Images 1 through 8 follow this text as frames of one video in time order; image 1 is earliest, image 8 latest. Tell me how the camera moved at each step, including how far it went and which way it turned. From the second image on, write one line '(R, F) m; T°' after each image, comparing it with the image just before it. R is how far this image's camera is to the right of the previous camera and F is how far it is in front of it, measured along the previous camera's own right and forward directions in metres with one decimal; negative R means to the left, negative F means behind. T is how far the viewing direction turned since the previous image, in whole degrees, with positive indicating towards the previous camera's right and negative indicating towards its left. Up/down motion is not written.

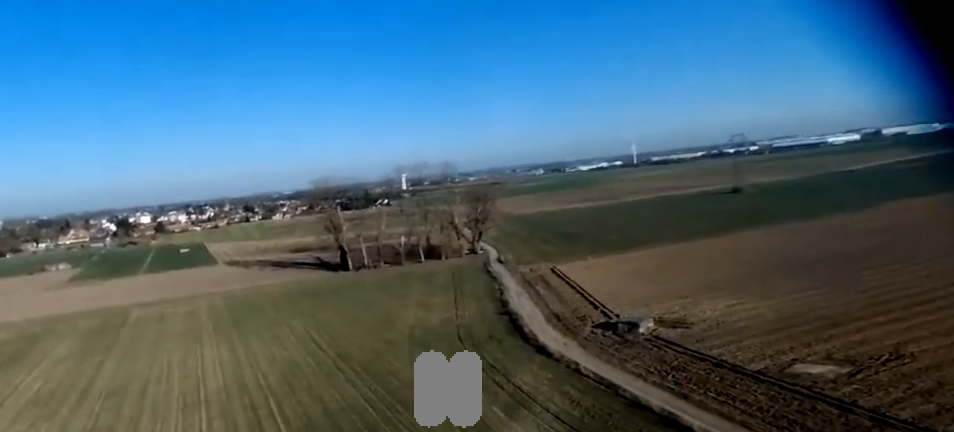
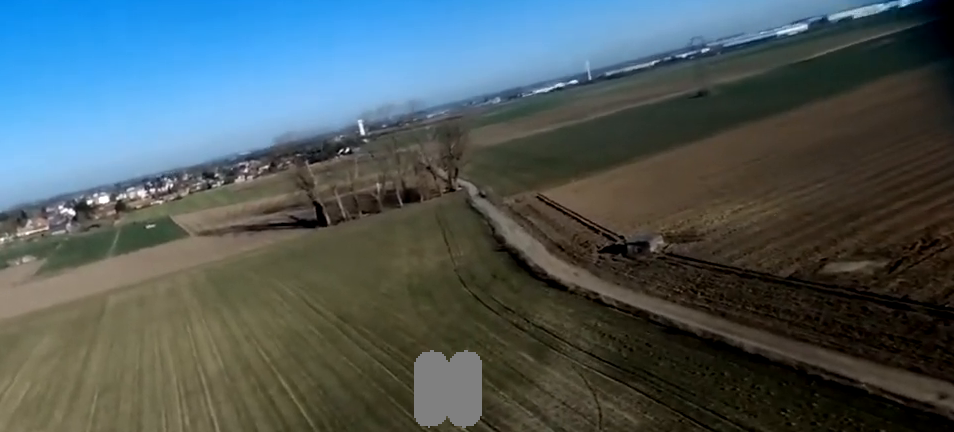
(-0.6, +9.3) m; +6°
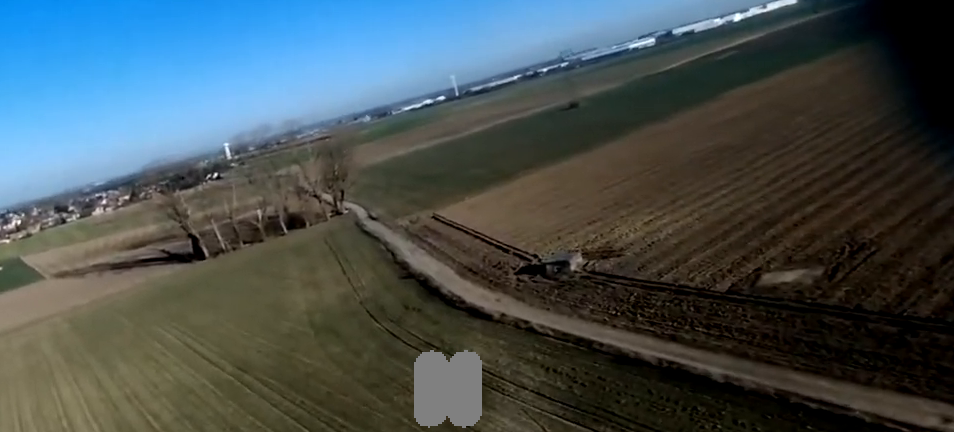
(+2.0, +10.0) m; +13°
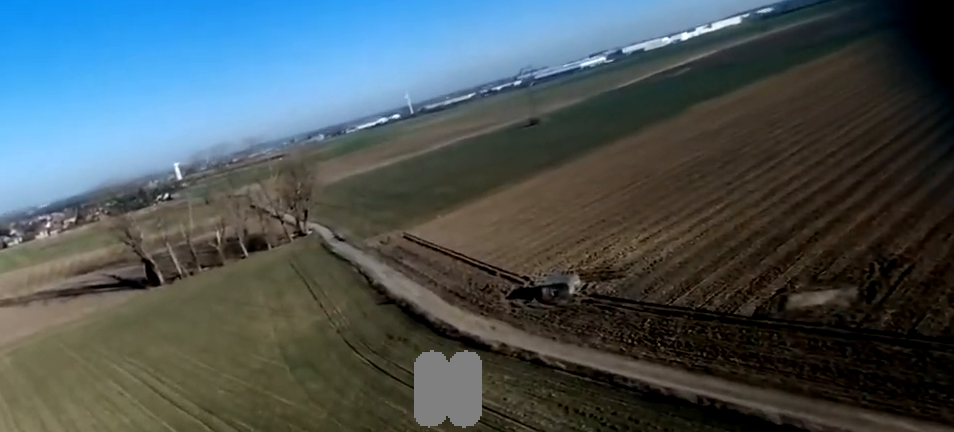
(+1.1, +9.6) m; +8°
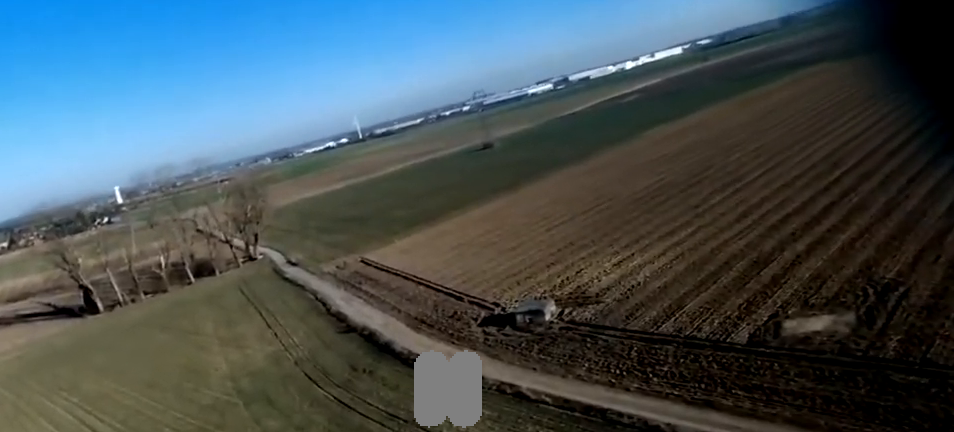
(+0.4, +6.1) m; +3°
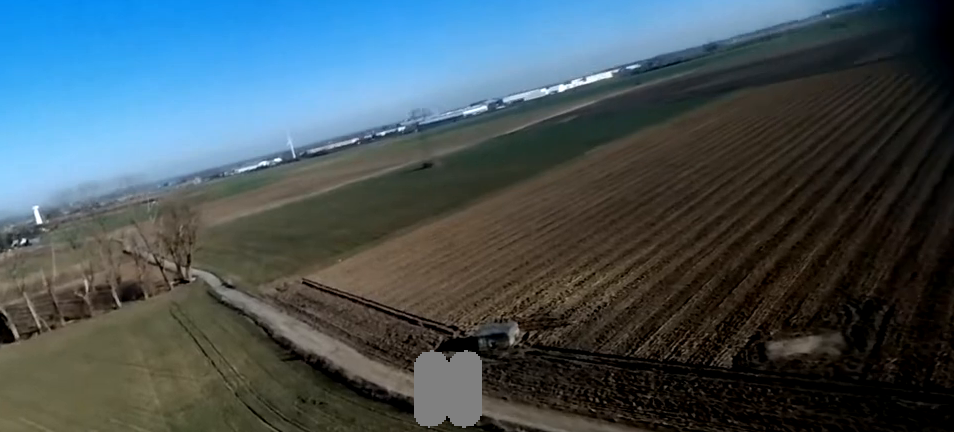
(+0.1, +6.9) m; +3°
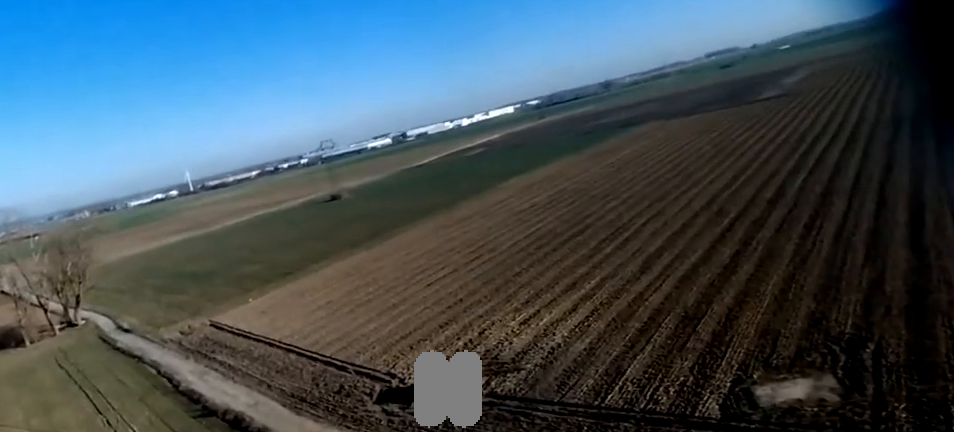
(-0.5, +11.7) m; +5°
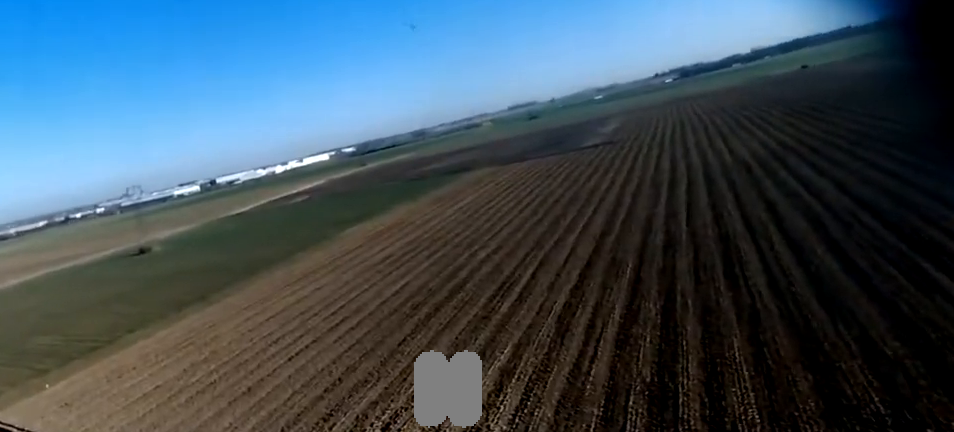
(+3.6, +22.5) m; +14°
